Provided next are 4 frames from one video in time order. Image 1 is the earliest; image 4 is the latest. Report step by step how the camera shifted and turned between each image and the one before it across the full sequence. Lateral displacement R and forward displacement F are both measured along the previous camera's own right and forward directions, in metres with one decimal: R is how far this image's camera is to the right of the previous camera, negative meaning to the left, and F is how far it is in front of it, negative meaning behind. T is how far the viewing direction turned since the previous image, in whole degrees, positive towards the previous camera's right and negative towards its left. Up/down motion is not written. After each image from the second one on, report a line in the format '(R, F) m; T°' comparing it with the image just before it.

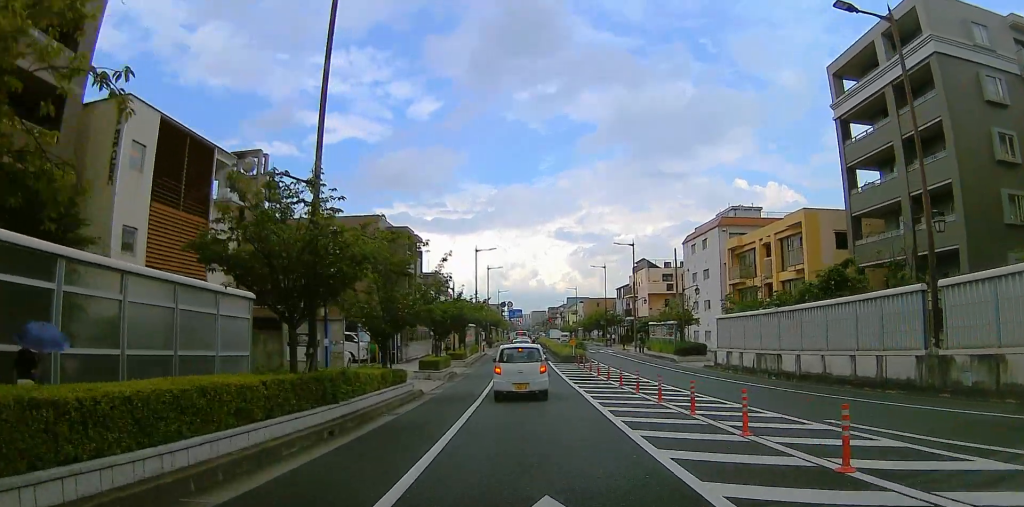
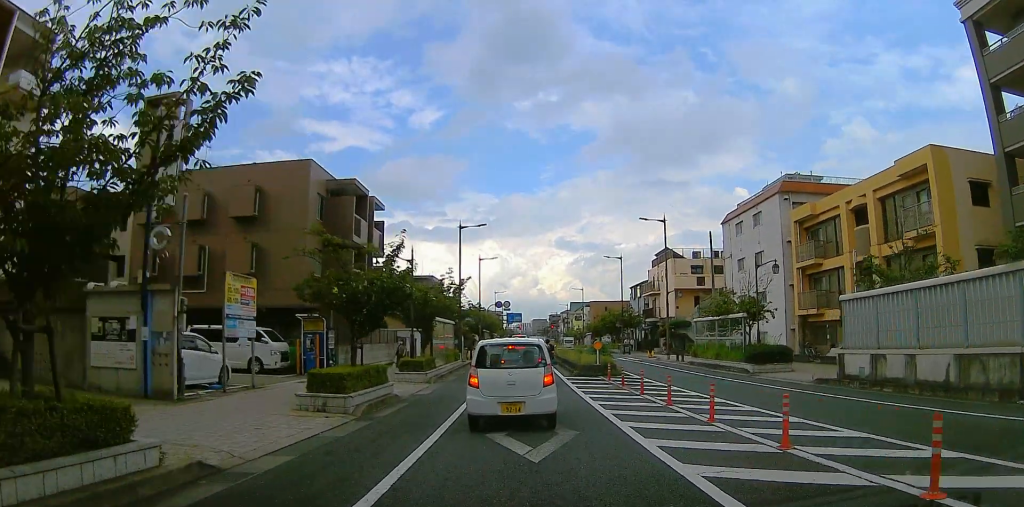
(0.0, +13.1) m; 0°
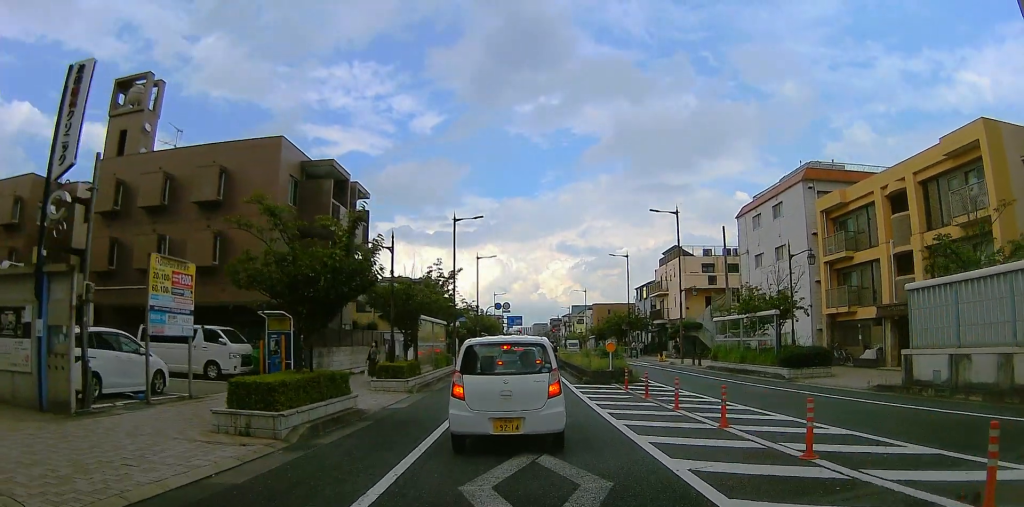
(0.0, +4.6) m; 0°
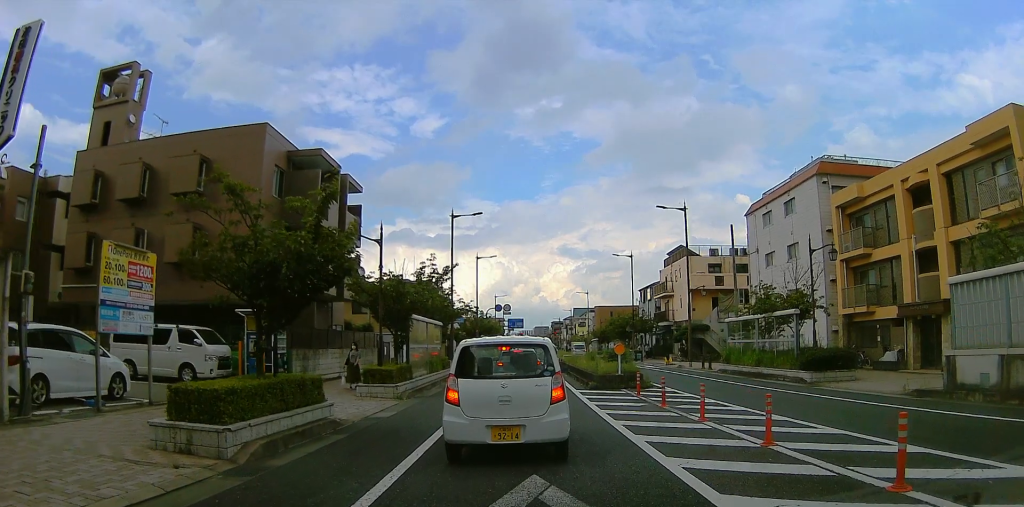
(0.0, +3.1) m; 0°
